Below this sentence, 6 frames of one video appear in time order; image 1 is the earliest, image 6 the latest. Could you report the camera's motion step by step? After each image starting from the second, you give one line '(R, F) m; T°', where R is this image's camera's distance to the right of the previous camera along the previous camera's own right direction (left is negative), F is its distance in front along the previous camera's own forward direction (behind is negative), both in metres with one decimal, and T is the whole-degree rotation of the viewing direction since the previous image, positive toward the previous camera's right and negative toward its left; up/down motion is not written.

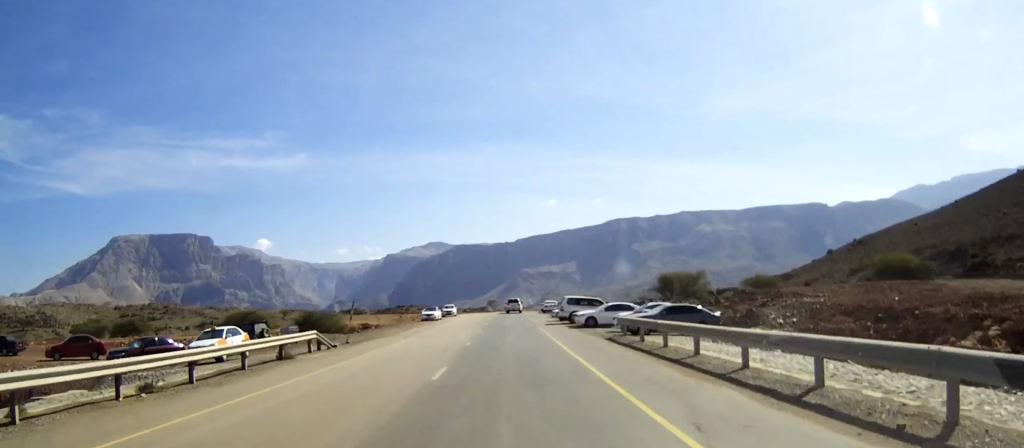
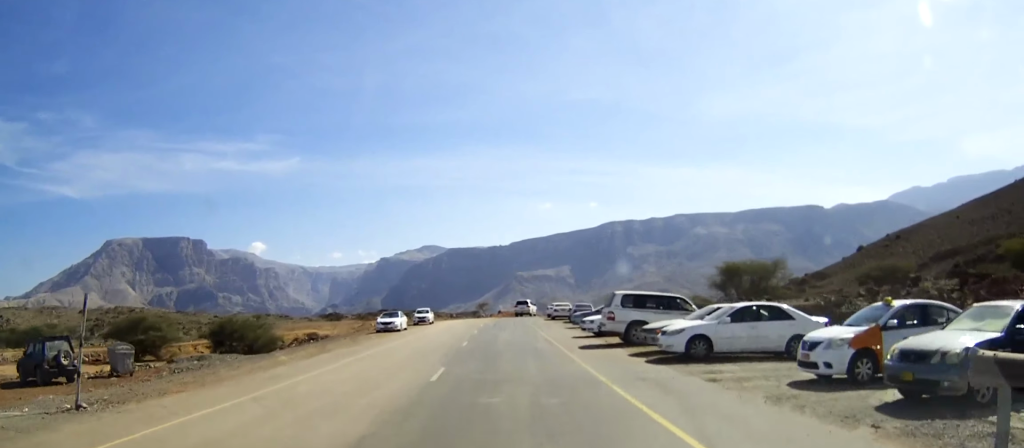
(0.0, +24.7) m; 0°
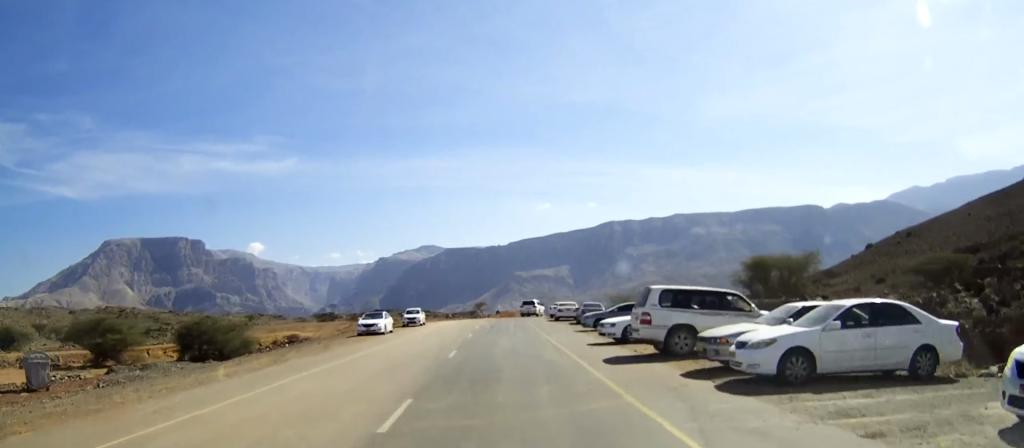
(0.0, +6.3) m; 0°
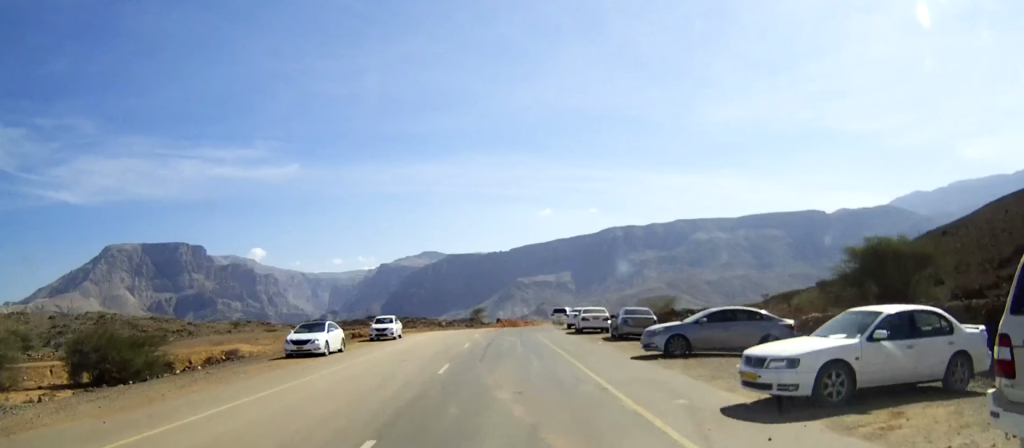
(0.0, +14.6) m; 0°
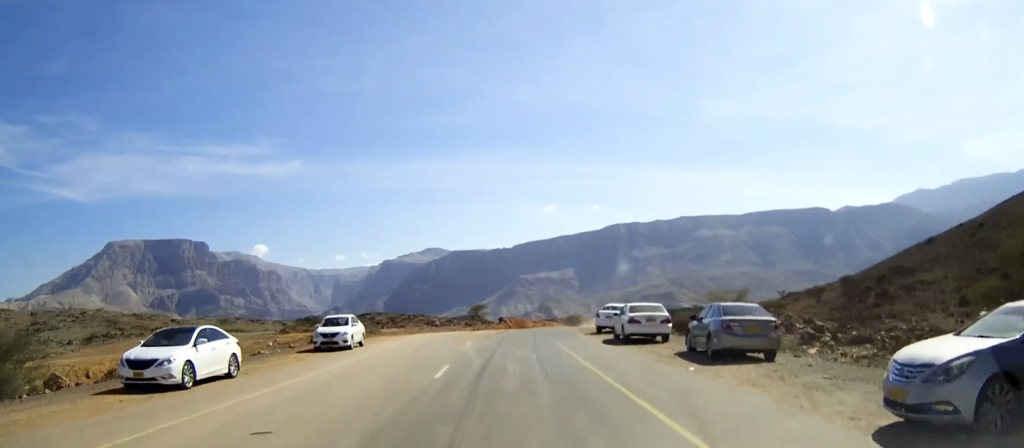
(0.0, +13.6) m; 0°
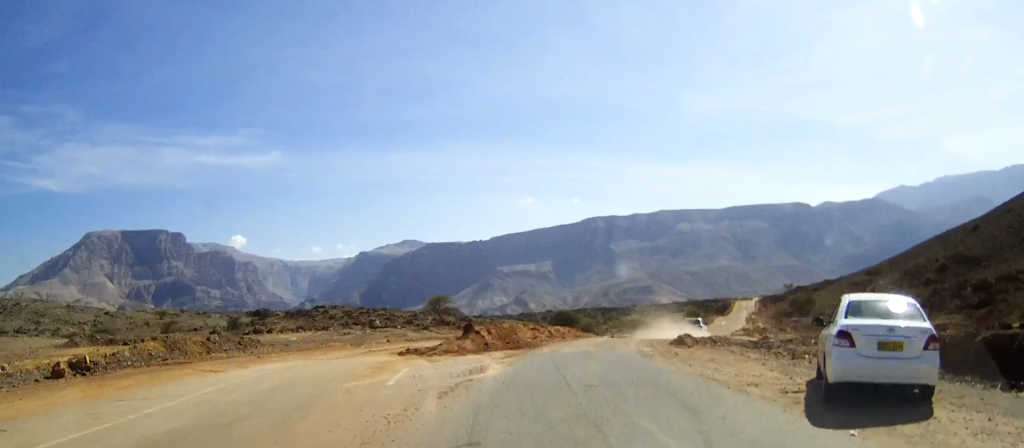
(+0.1, +27.9) m; +2°
